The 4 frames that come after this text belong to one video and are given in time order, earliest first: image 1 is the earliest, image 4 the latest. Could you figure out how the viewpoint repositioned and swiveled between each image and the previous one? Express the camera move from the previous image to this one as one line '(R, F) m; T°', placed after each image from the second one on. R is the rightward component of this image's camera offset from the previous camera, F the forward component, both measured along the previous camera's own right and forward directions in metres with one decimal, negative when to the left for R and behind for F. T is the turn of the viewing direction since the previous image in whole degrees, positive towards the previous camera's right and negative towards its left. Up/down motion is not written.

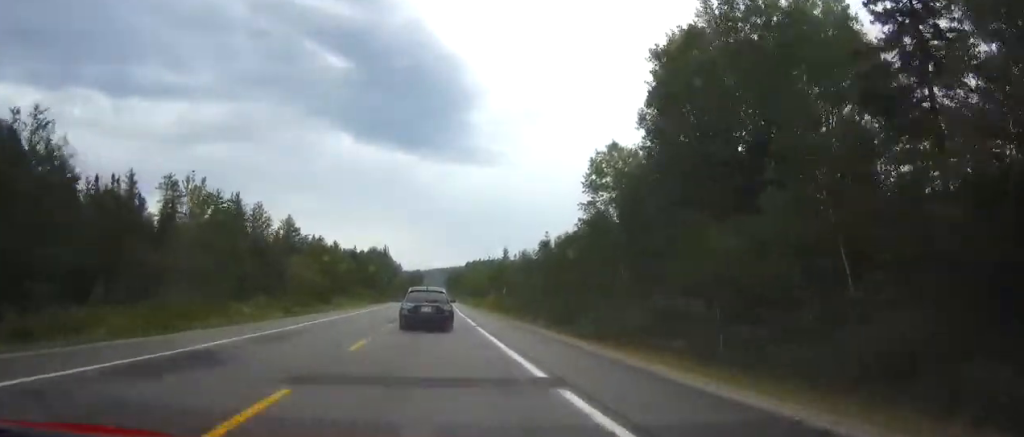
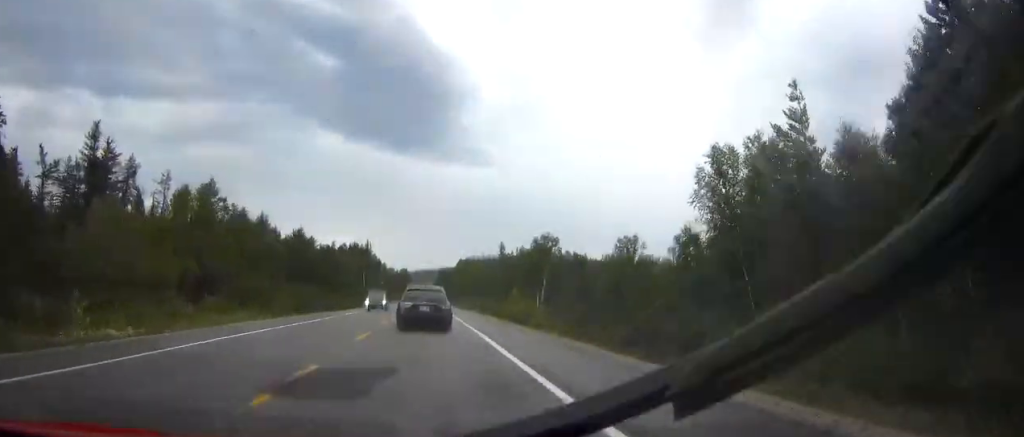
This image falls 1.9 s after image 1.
(+0.1, +51.3) m; +1°
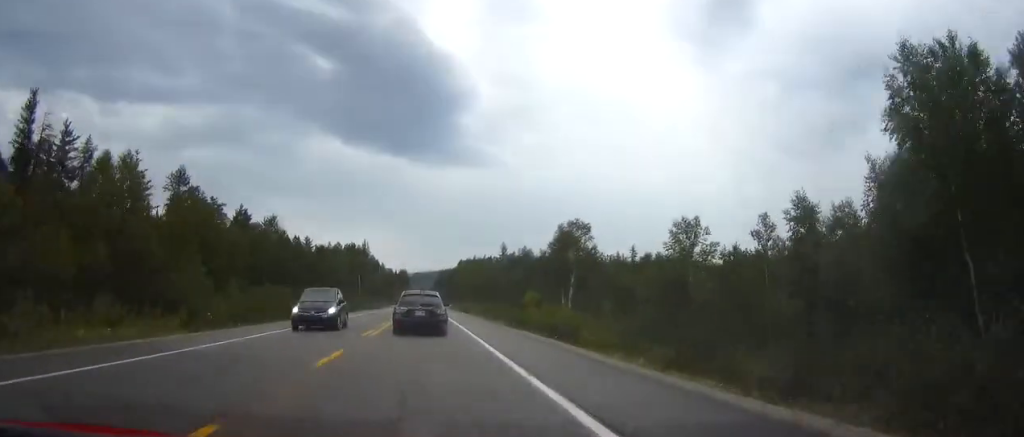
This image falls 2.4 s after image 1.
(+0.1, +13.7) m; 0°
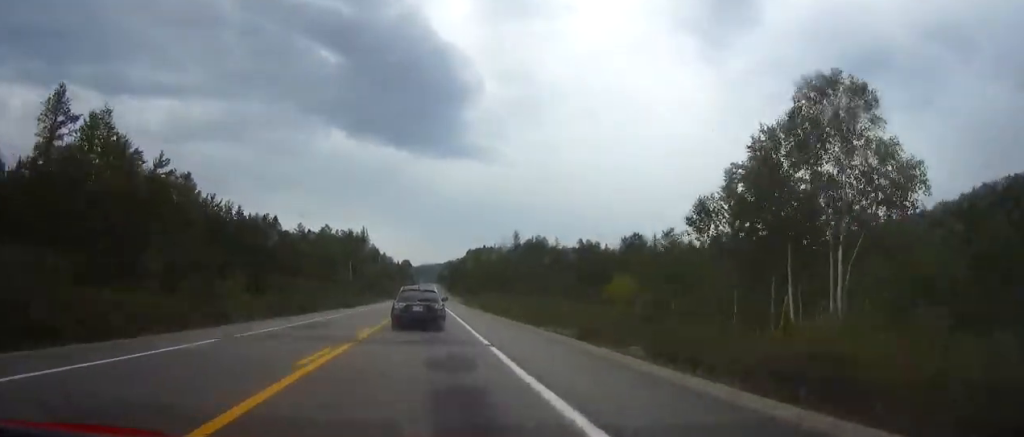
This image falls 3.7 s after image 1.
(0.0, +36.6) m; 0°
